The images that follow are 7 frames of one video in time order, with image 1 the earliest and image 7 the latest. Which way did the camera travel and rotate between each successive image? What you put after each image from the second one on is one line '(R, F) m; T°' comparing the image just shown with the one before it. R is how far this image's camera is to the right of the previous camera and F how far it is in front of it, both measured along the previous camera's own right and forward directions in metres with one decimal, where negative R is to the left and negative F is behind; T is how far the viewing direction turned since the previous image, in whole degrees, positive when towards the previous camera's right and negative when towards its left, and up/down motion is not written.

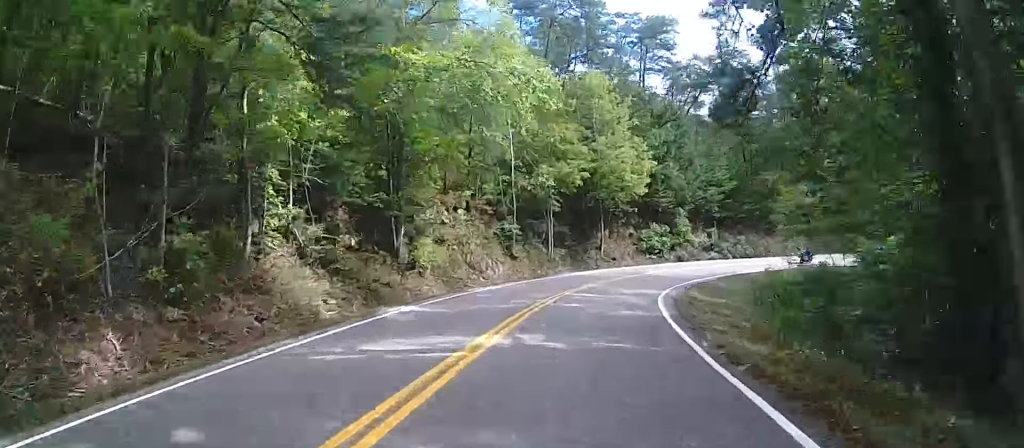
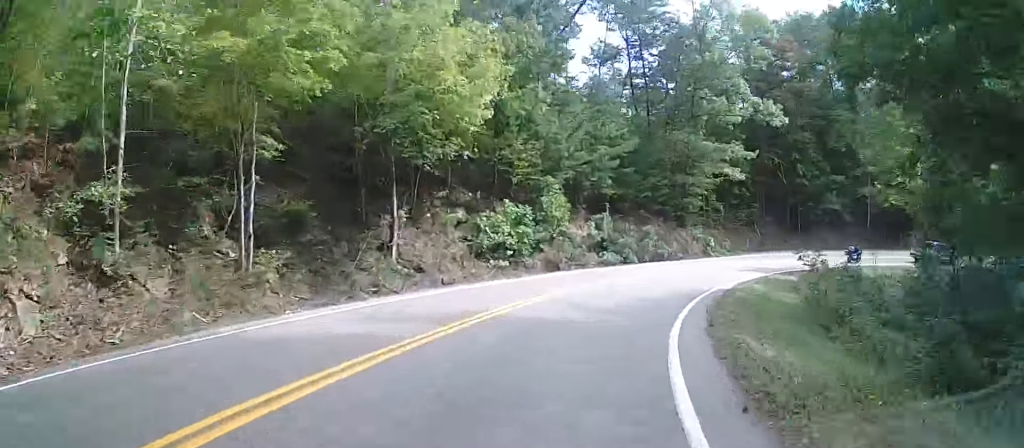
(+2.3, +20.9) m; +12°
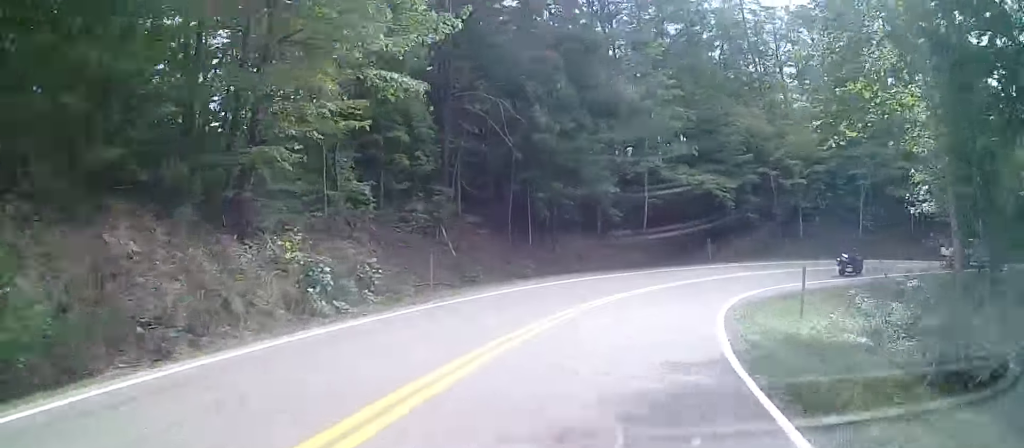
(+6.6, +28.5) m; +16°
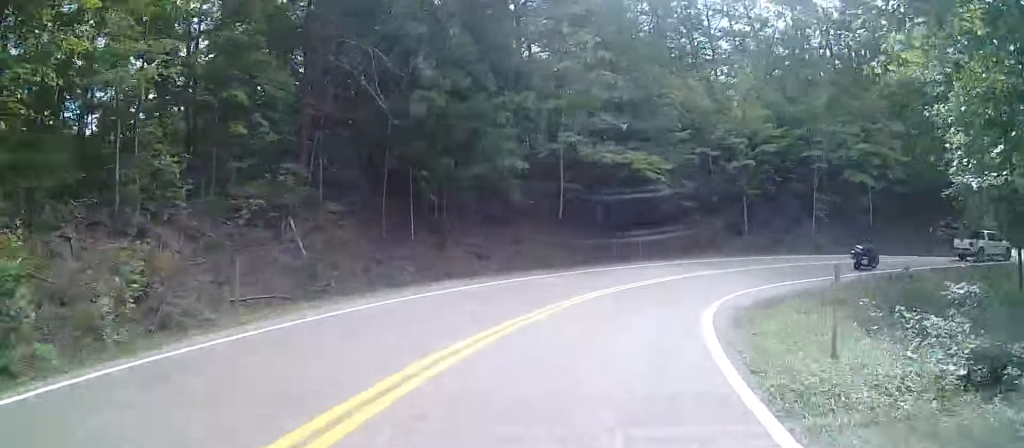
(+1.7, +8.1) m; 0°
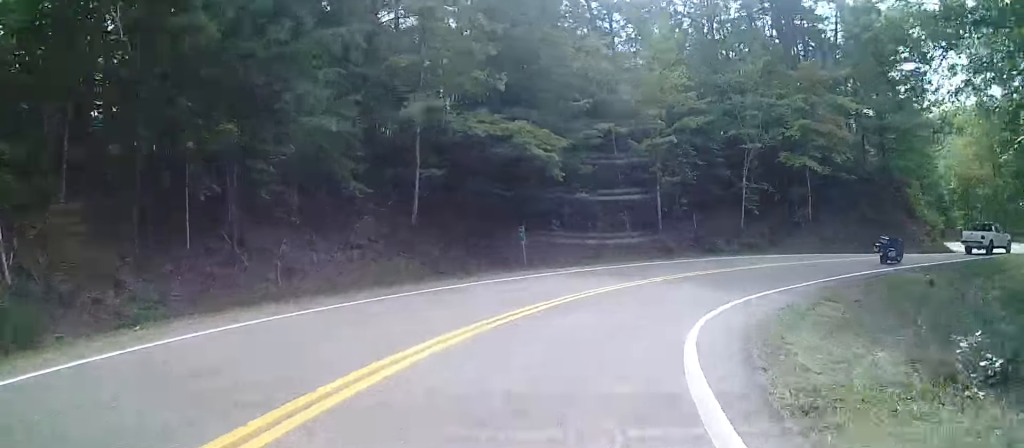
(-2.1, +8.7) m; -6°
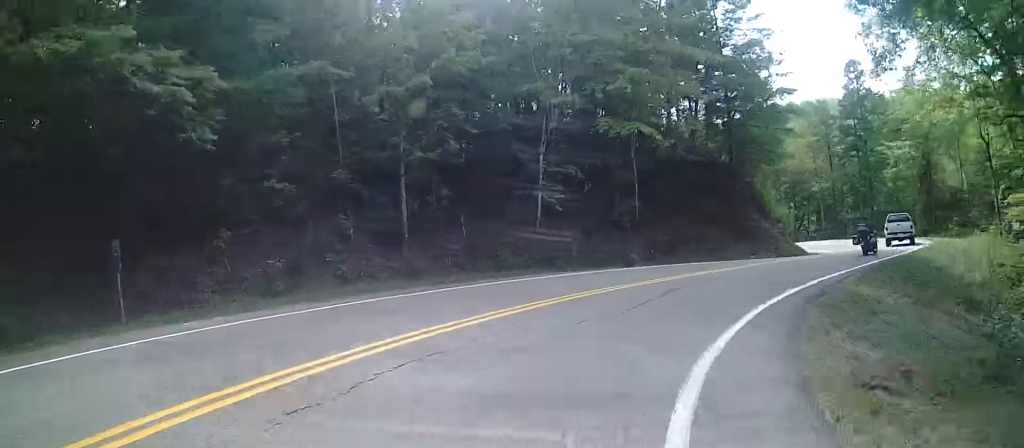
(-1.6, +14.1) m; -4°
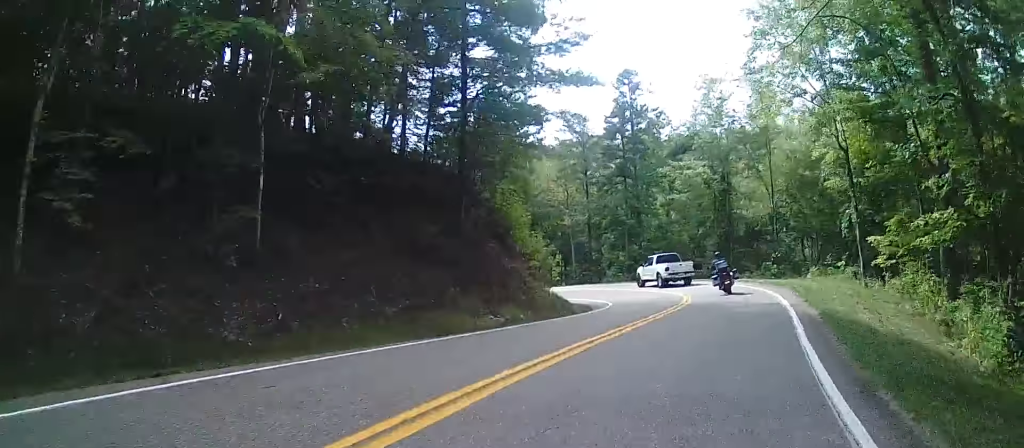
(+0.5, +15.2) m; +6°
